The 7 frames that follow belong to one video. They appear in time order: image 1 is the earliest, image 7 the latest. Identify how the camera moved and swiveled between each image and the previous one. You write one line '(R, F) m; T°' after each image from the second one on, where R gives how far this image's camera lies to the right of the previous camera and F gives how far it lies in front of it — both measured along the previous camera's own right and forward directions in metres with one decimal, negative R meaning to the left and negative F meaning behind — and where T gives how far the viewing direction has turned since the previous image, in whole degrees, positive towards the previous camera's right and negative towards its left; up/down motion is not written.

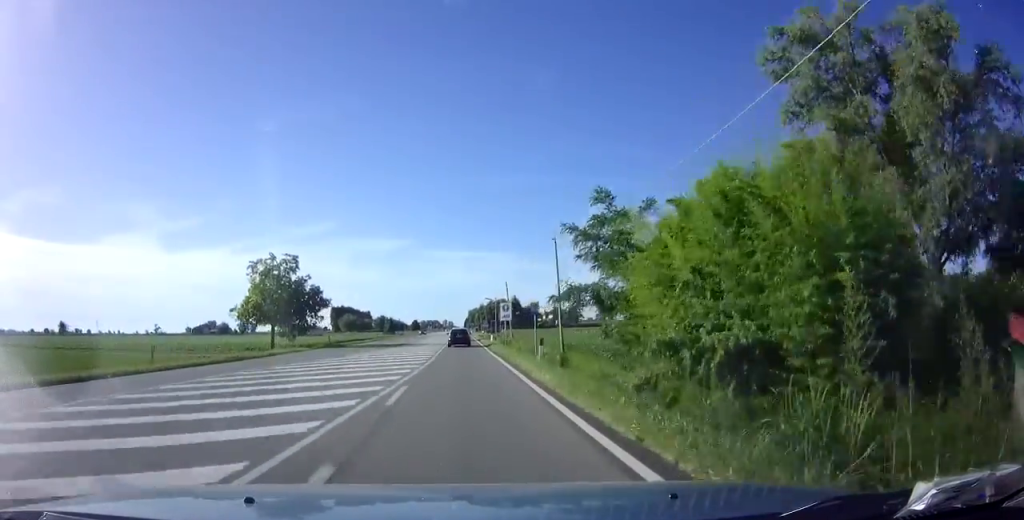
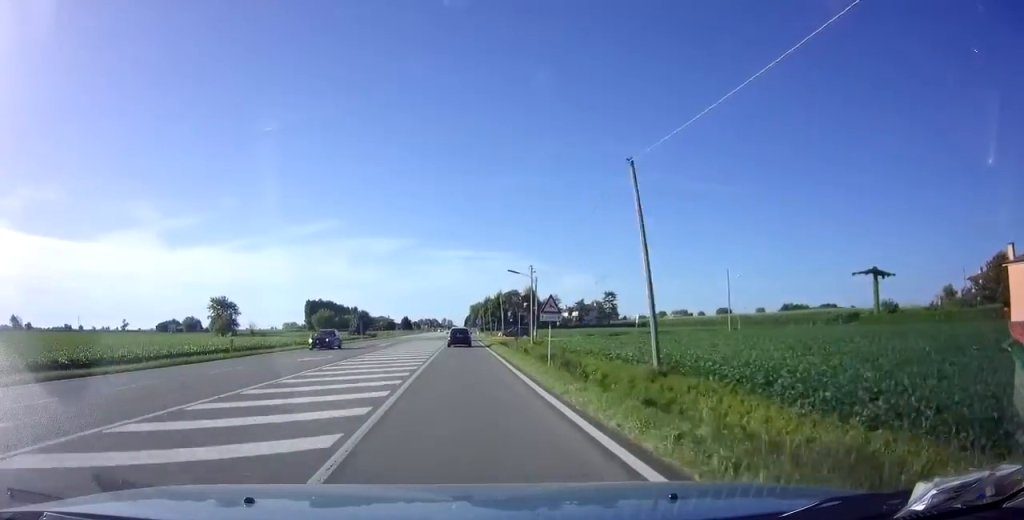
(-0.2, +51.7) m; 0°
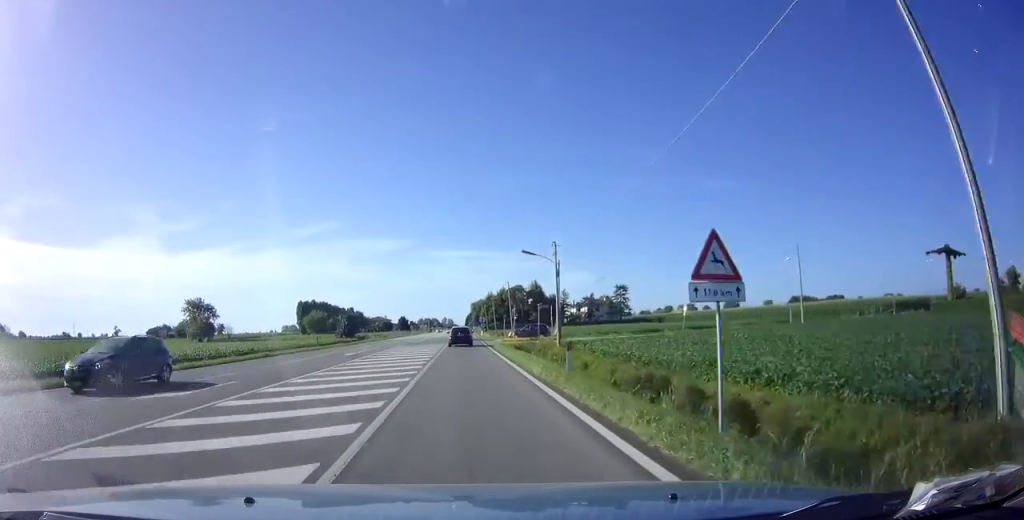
(+0.1, +13.1) m; 0°
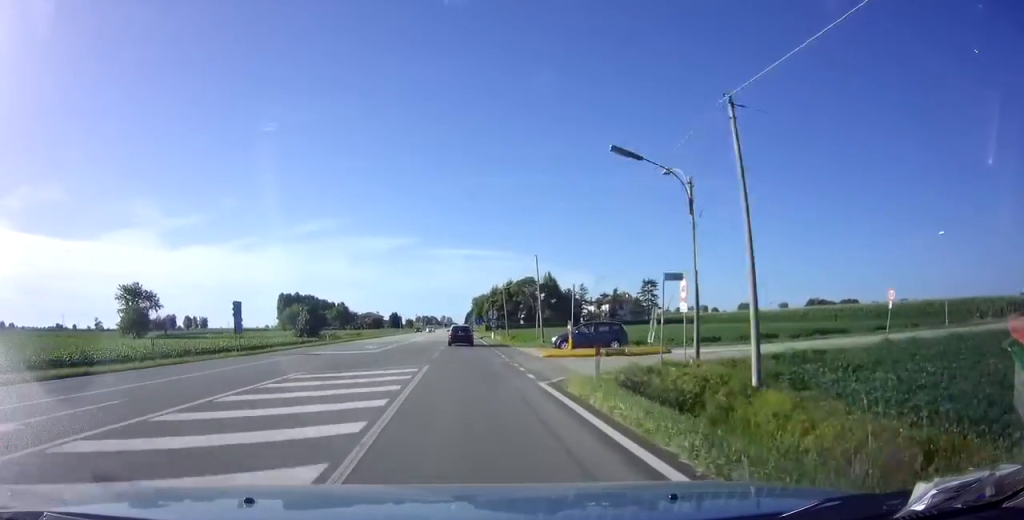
(0.0, +25.5) m; 0°
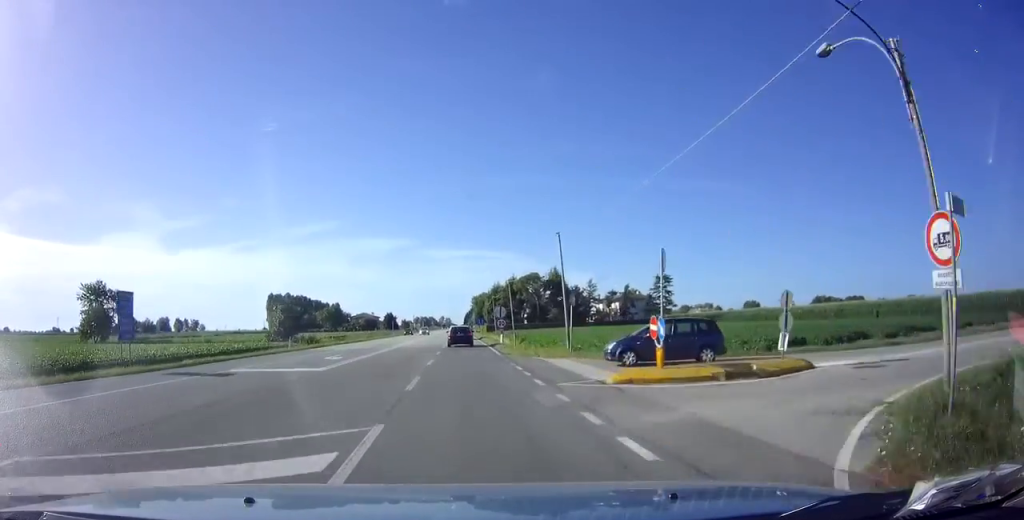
(-0.1, +10.9) m; 0°
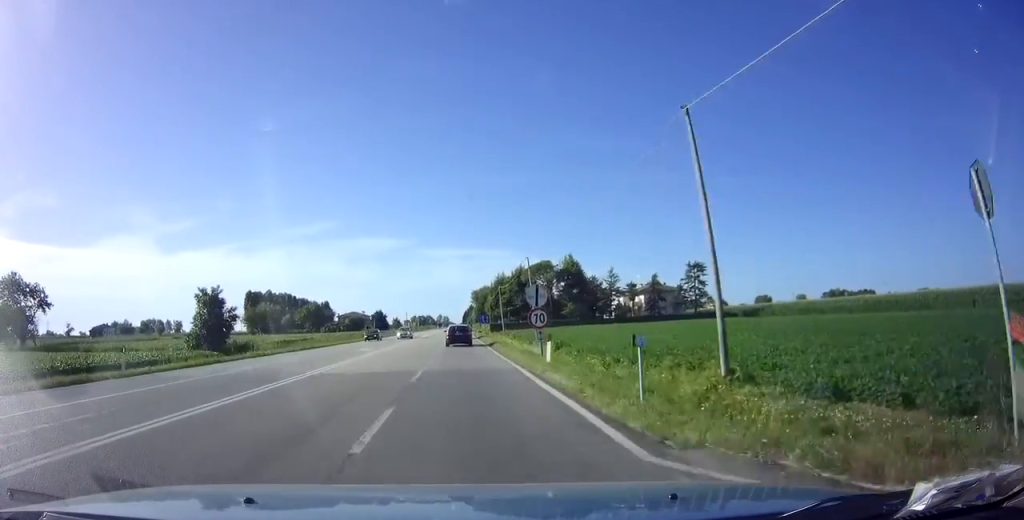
(0.0, +20.2) m; 0°
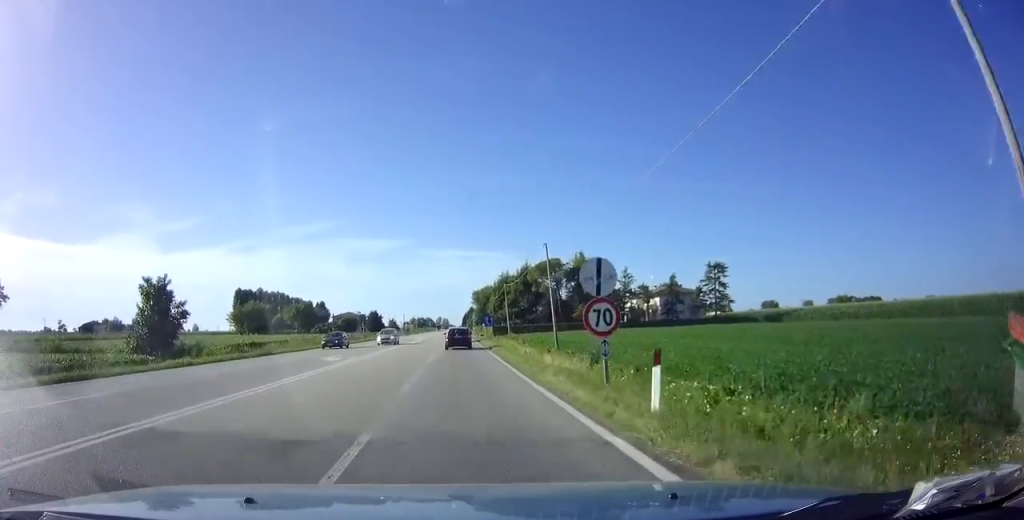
(0.0, +10.1) m; 0°
